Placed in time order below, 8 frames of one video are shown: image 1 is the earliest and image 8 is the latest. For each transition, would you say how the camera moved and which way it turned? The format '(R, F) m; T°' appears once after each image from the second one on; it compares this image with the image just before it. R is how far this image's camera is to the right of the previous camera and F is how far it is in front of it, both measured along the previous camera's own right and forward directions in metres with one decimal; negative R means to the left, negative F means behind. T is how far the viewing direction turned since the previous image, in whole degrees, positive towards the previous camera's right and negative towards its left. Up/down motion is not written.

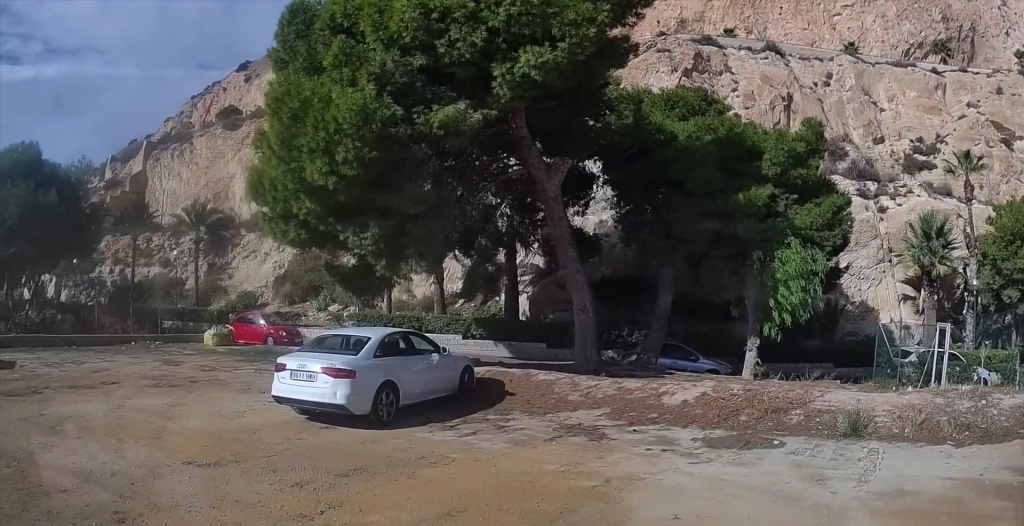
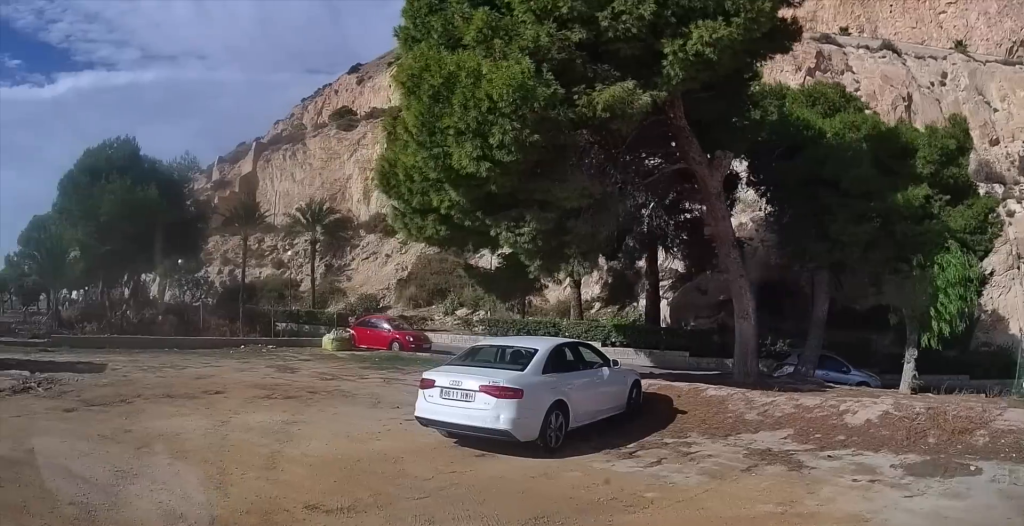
(-0.1, +1.5) m; -9°
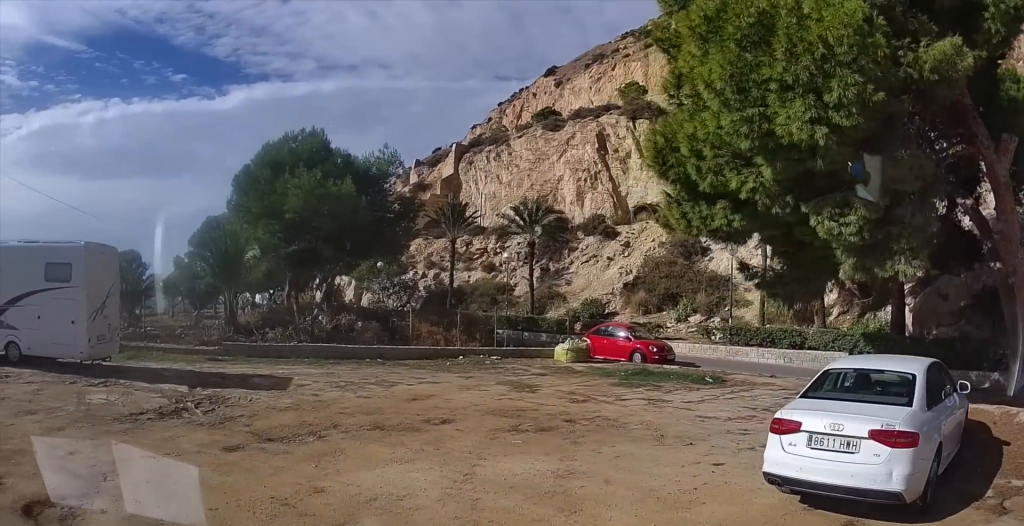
(-0.5, +3.0) m; -23°
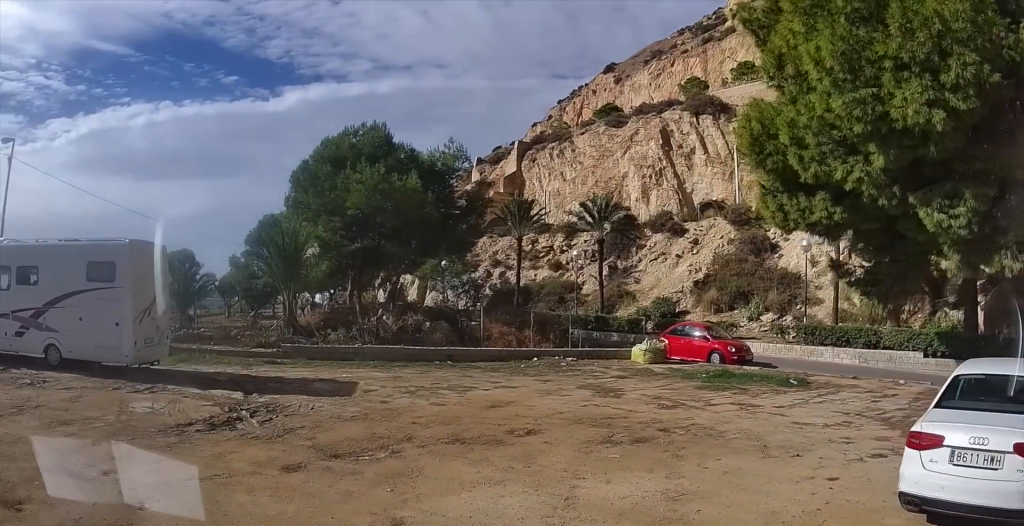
(-0.1, +1.2) m; -10°
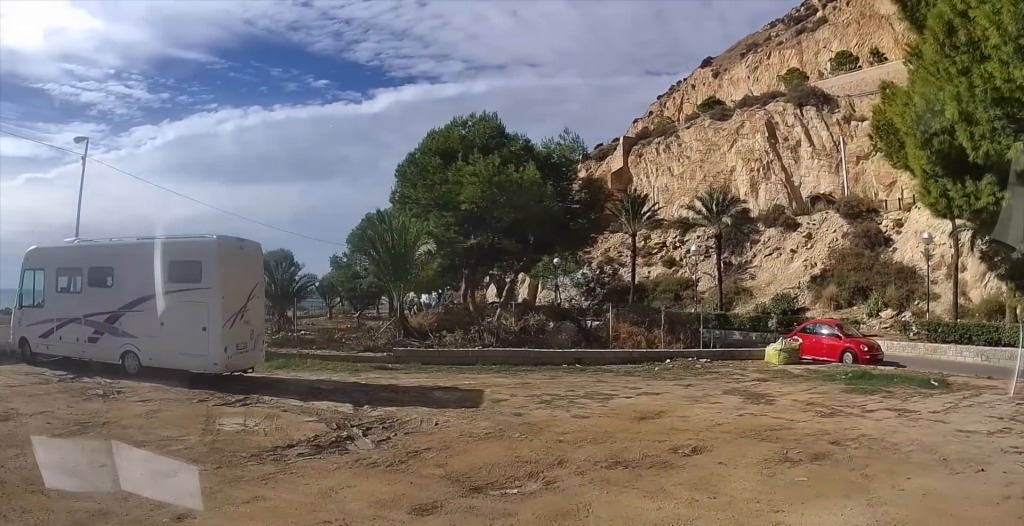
(-0.2, +1.8) m; -10°
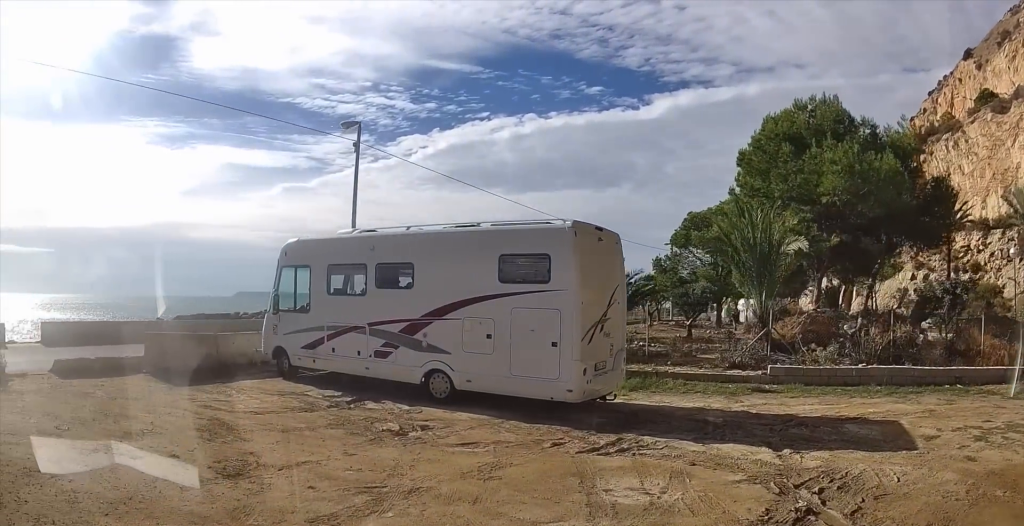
(-0.8, +3.7) m; -29°
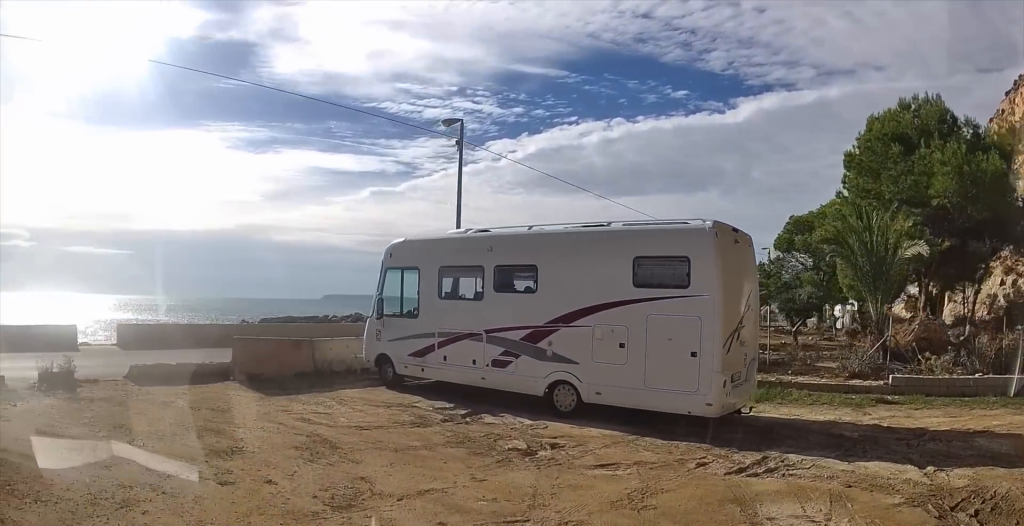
(-0.1, +1.1) m; -10°
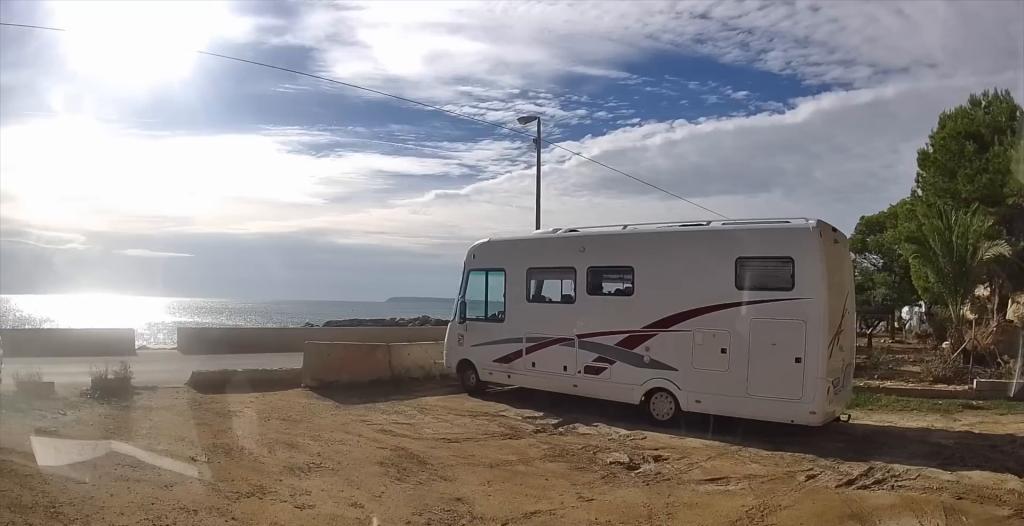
(0.0, +0.8) m; -7°
